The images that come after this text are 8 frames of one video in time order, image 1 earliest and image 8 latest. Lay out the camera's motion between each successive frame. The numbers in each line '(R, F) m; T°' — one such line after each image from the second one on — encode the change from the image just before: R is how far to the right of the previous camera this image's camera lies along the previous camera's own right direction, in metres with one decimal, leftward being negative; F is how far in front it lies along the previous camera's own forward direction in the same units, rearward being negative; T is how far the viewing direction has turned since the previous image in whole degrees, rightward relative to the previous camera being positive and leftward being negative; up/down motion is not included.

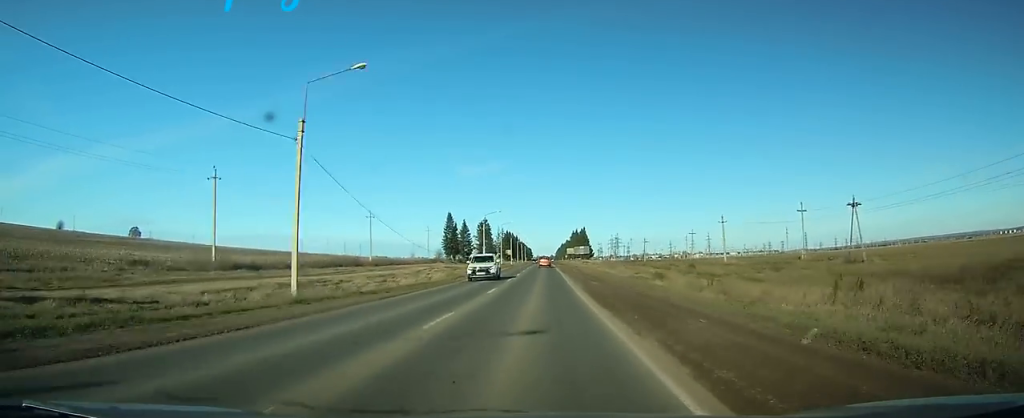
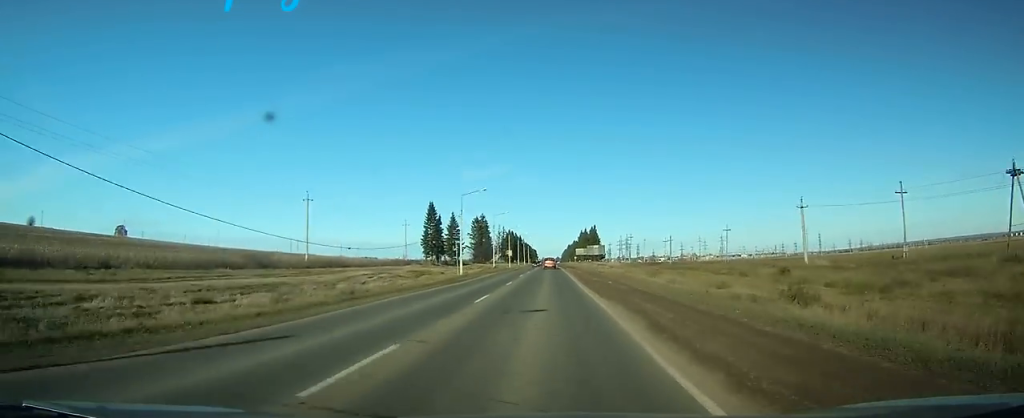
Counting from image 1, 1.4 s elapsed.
(0.0, +29.5) m; 0°
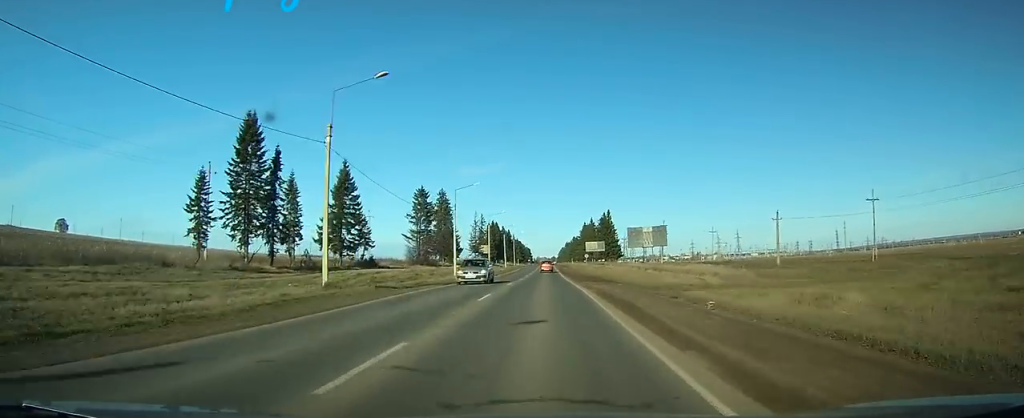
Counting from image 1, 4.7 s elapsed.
(-0.1, +71.9) m; 0°
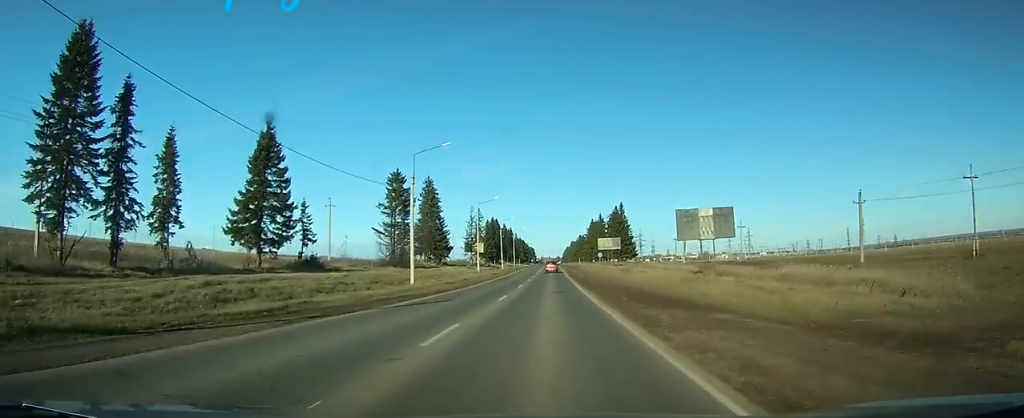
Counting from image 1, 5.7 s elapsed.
(0.0, +20.4) m; 0°
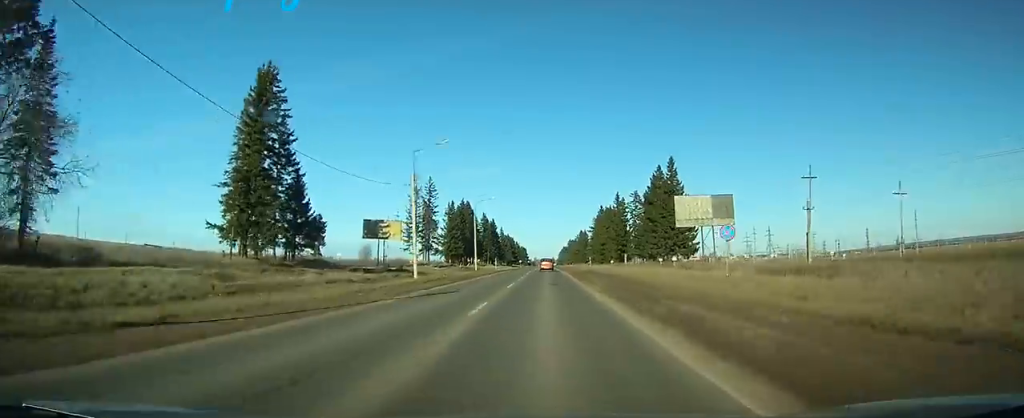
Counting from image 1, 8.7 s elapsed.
(+0.2, +67.3) m; 0°
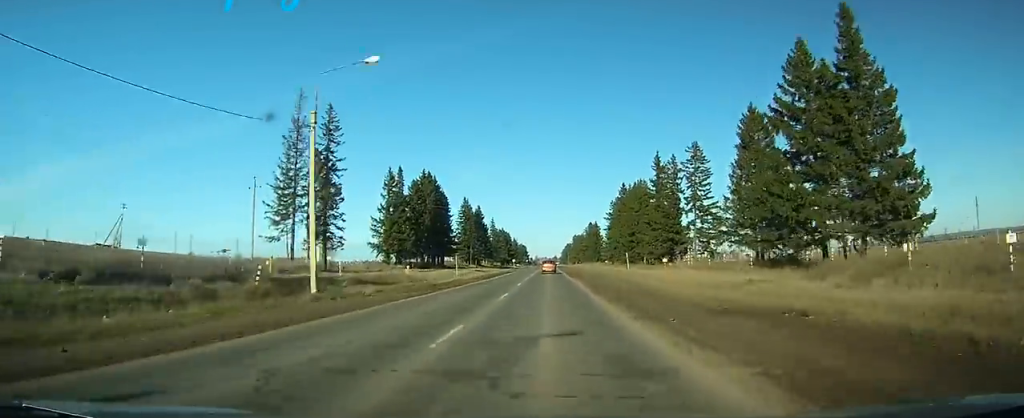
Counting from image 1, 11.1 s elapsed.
(0.0, +52.9) m; 0°
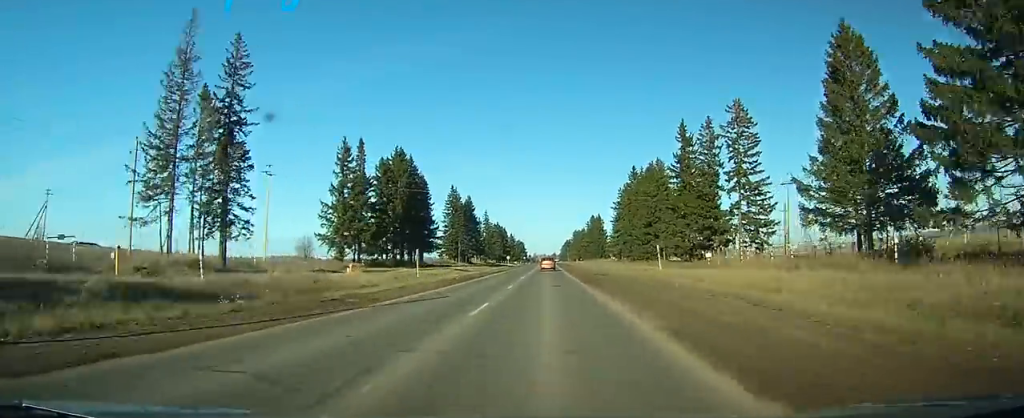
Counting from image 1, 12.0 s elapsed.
(0.0, +19.2) m; 0°
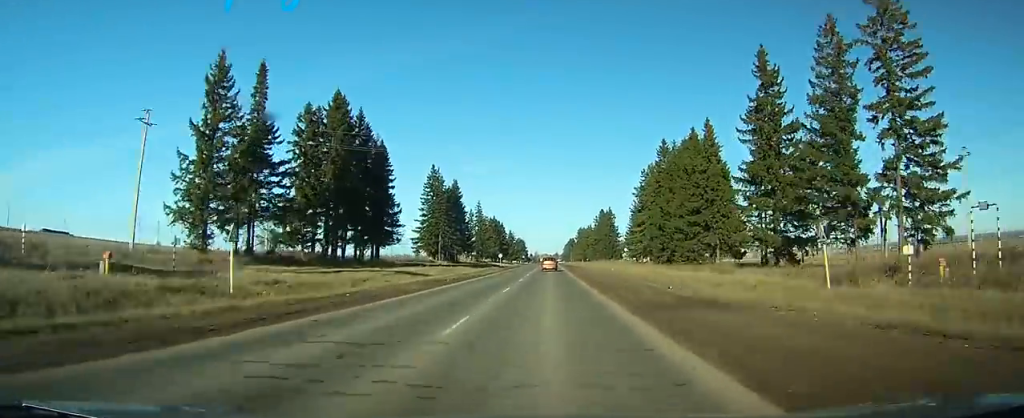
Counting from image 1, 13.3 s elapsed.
(0.0, +28.1) m; 0°
